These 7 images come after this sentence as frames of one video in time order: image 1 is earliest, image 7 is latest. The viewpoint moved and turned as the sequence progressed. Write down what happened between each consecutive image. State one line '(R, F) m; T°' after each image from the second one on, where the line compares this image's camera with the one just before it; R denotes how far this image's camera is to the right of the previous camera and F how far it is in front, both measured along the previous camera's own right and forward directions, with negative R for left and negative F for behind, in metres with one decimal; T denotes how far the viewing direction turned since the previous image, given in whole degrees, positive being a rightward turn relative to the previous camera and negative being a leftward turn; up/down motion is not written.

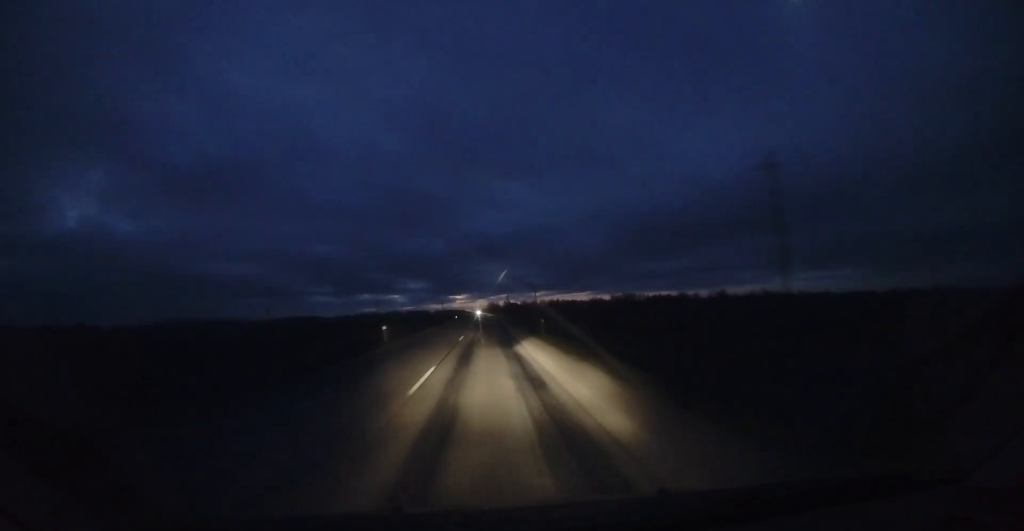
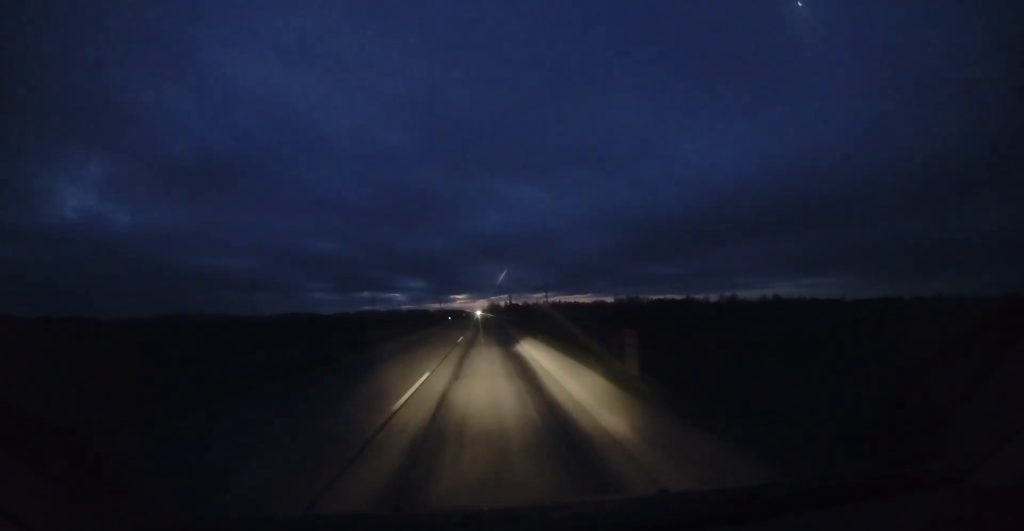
(0.0, +13.1) m; 0°
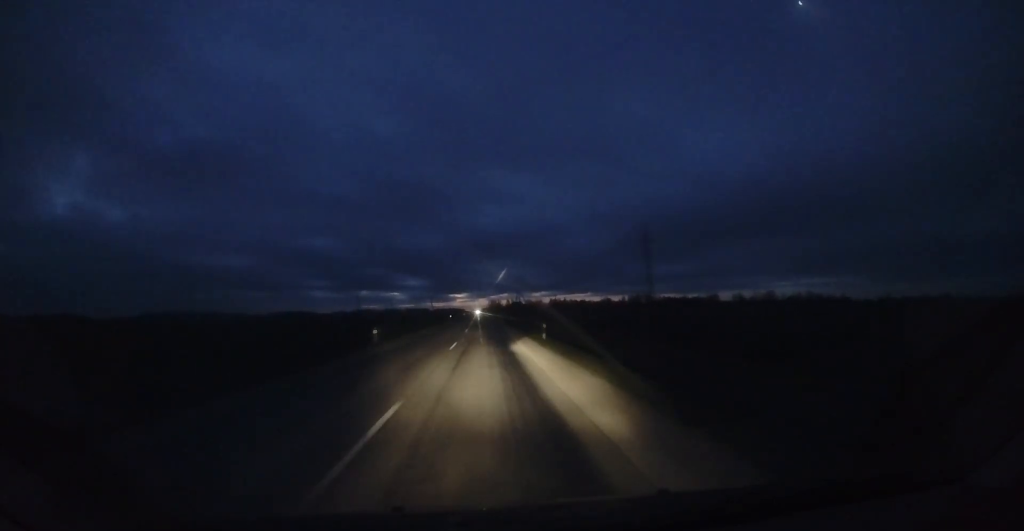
(-0.4, +39.3) m; -1°
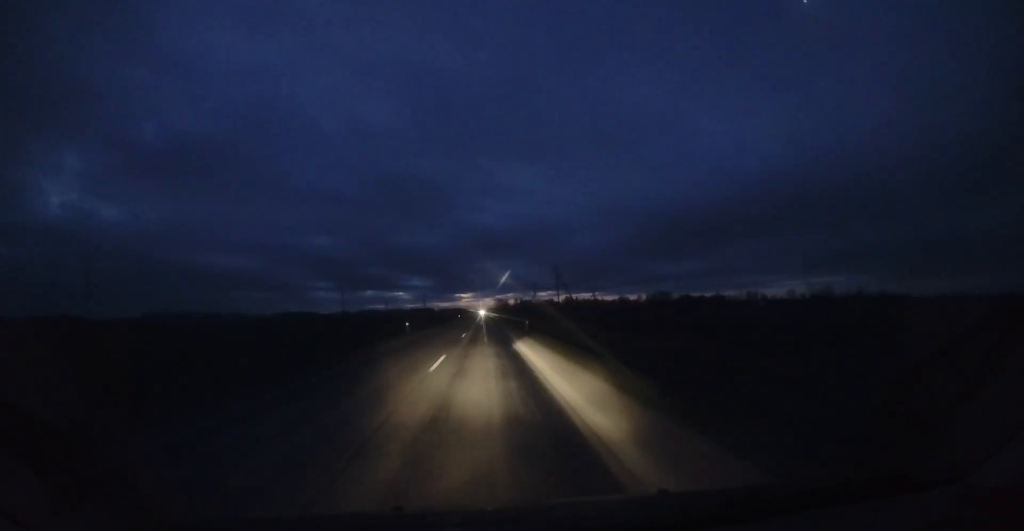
(0.0, +42.3) m; 0°
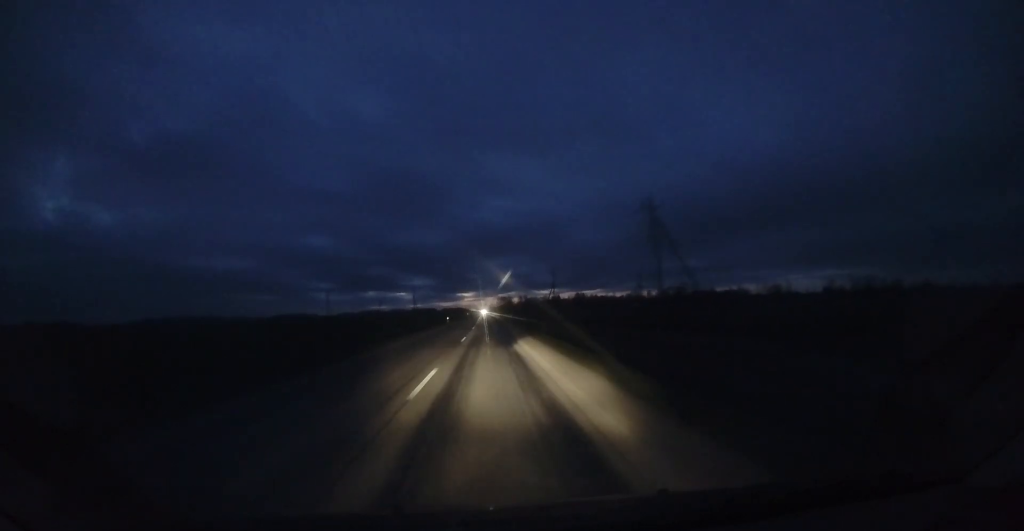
(0.0, +27.0) m; +1°
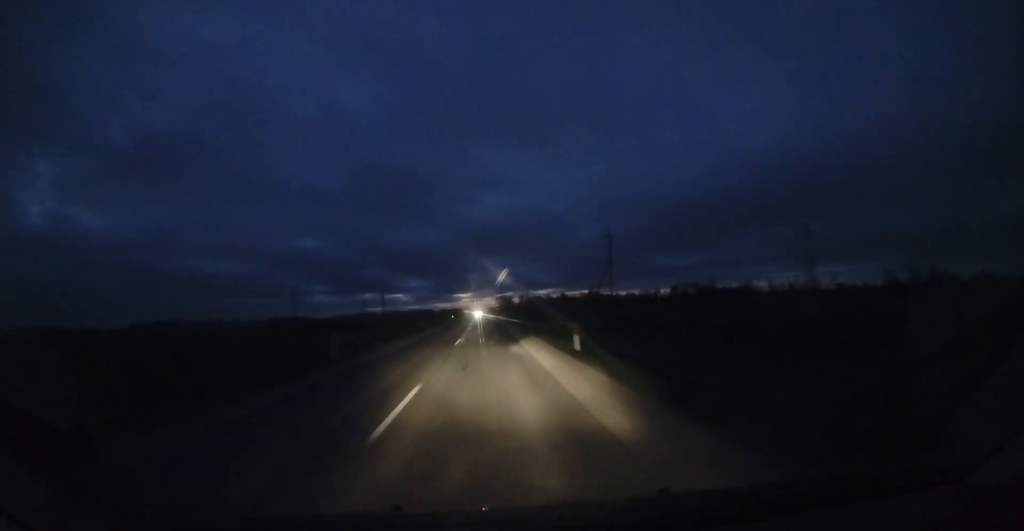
(+0.6, +38.0) m; 0°
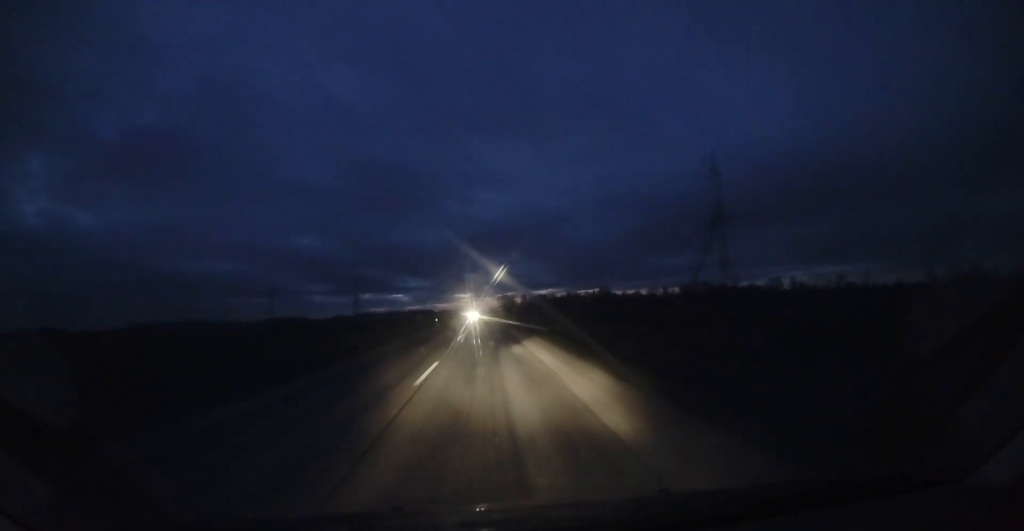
(-0.4, +21.3) m; -1°
